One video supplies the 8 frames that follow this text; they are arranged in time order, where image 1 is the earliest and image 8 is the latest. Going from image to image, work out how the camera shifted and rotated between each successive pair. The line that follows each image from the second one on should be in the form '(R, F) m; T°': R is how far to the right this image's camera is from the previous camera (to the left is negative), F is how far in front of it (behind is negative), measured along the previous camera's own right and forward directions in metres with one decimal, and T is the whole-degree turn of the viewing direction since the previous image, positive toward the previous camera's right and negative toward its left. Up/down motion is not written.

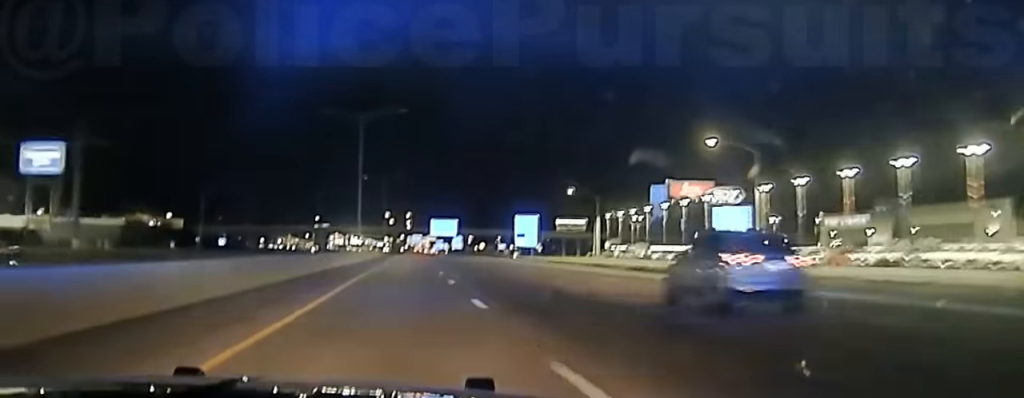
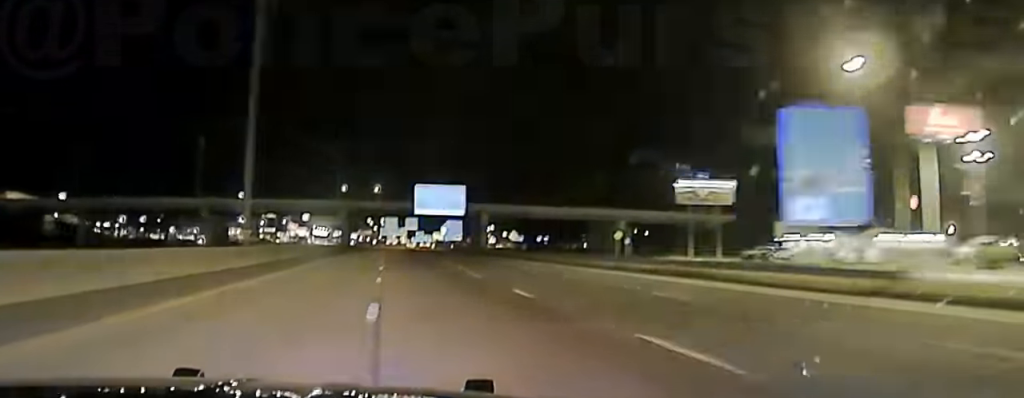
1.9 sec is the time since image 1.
(+1.5, +113.5) m; +1°
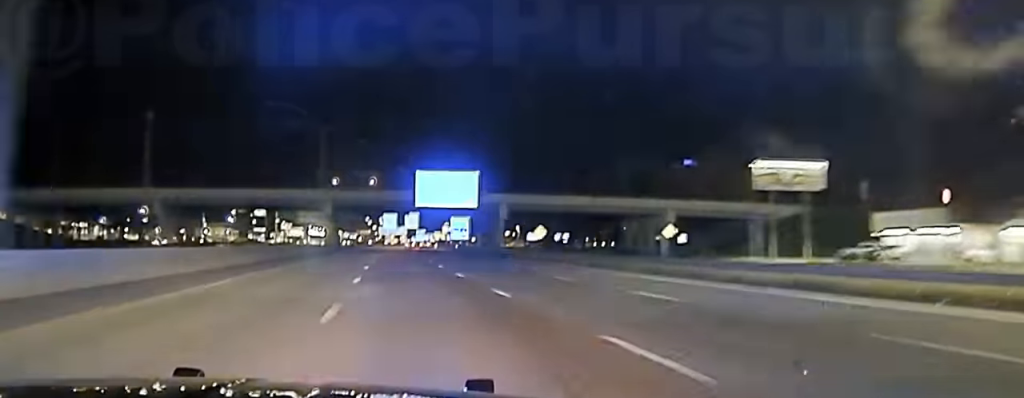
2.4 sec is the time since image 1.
(+0.5, +25.0) m; 0°
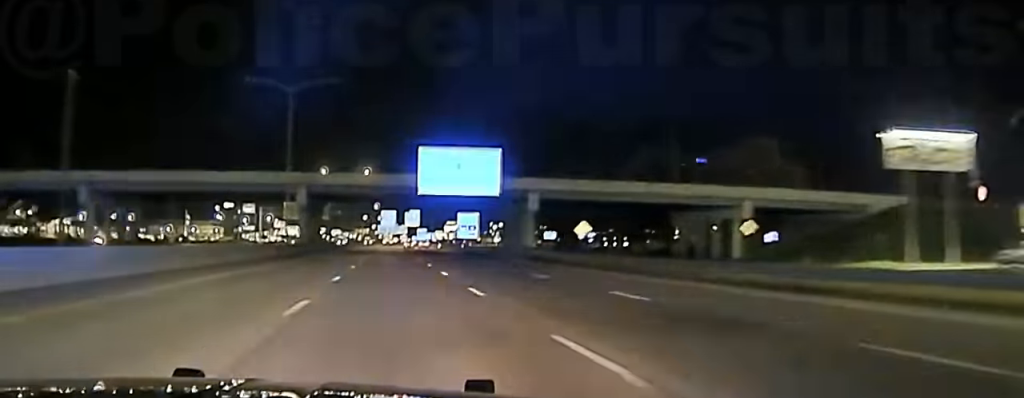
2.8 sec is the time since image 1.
(-0.3, +24.1) m; 0°
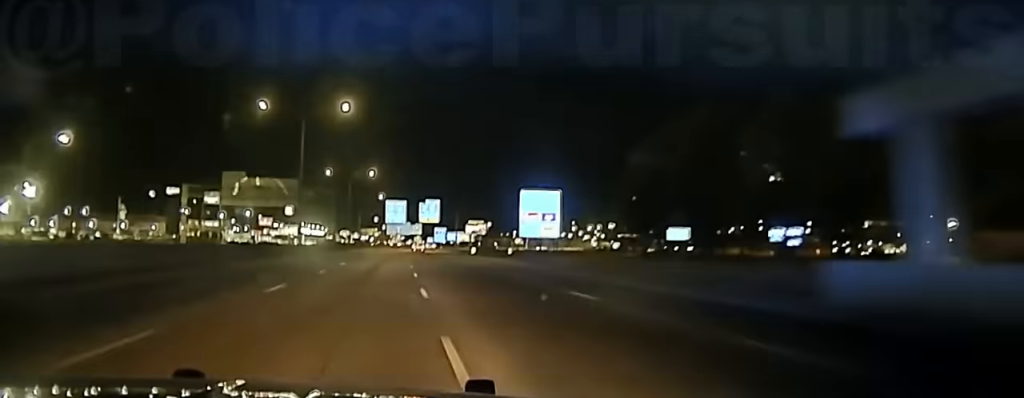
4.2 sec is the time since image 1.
(-1.1, +75.5) m; -1°
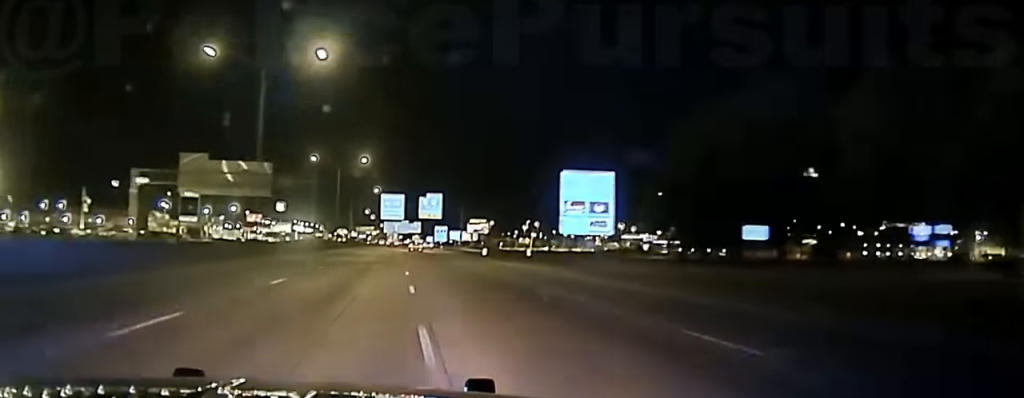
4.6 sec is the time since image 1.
(0.0, +22.7) m; 0°
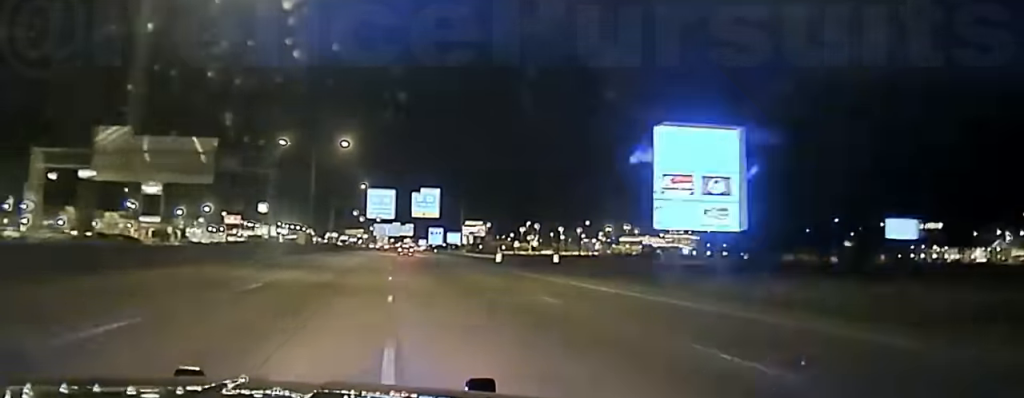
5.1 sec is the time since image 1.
(+0.2, +25.7) m; 0°
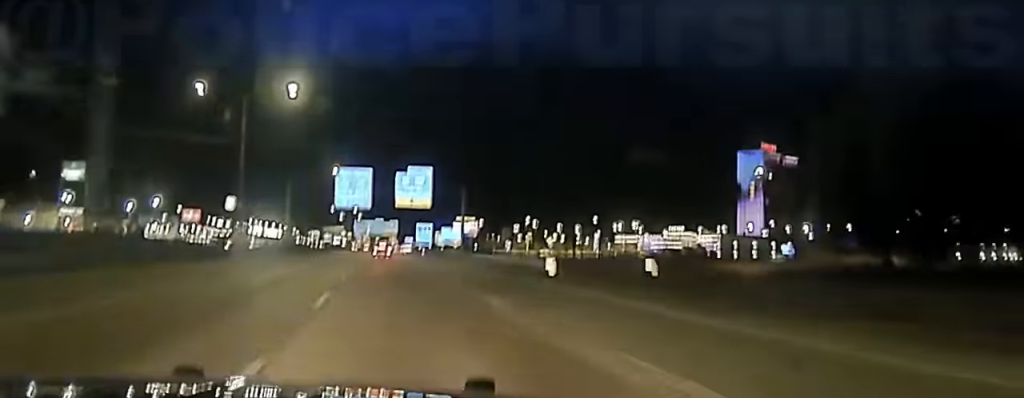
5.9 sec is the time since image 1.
(+0.1, +39.5) m; 0°
